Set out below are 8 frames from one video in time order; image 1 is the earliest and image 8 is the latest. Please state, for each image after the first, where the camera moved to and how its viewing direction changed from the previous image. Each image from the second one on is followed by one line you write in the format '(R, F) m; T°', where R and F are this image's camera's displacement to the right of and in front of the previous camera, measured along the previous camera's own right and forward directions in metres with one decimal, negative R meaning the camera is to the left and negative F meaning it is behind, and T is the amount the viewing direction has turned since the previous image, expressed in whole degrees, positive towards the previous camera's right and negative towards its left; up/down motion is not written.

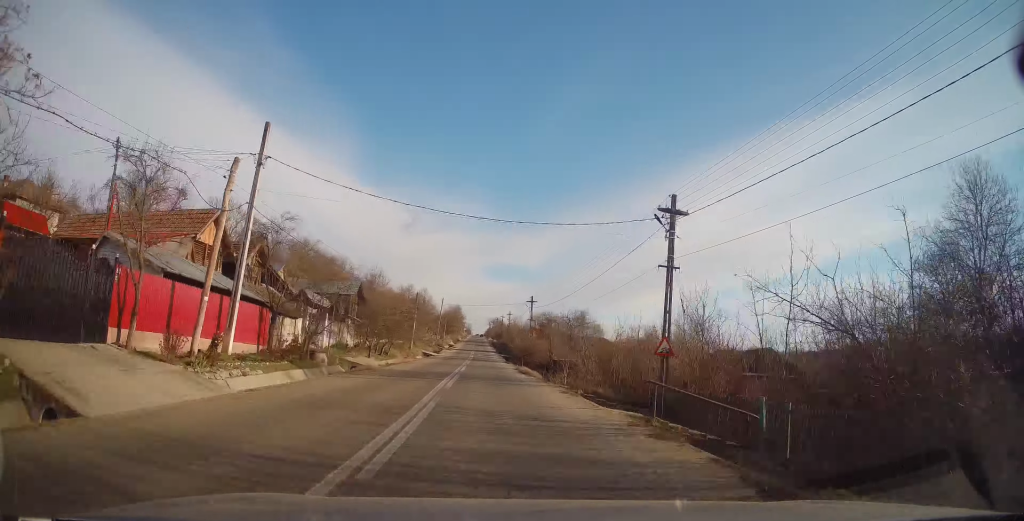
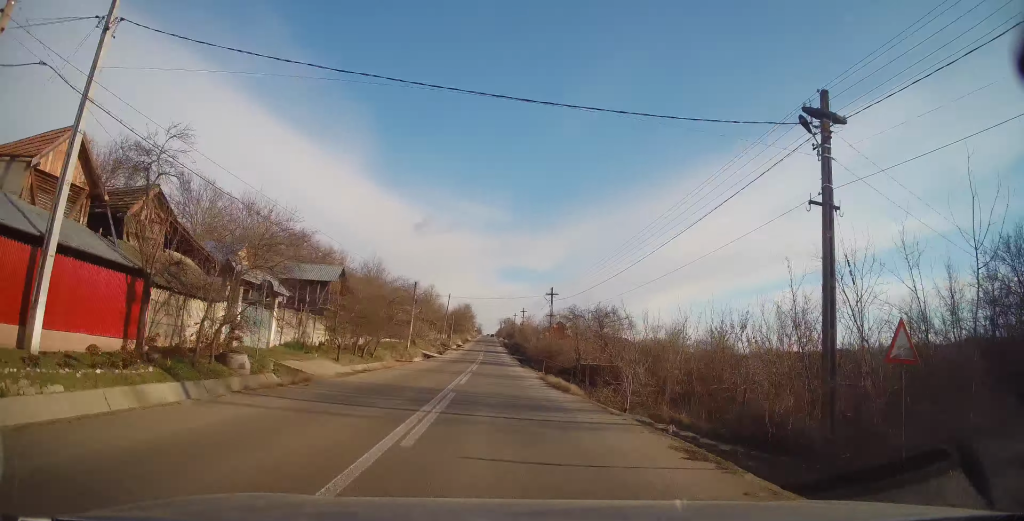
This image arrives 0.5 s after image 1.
(-0.3, +9.1) m; -1°
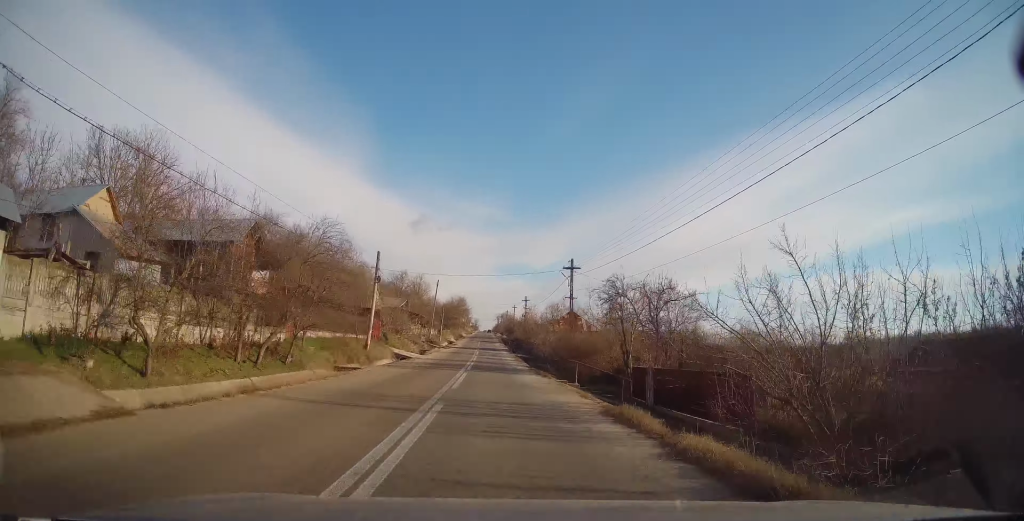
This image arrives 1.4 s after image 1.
(-0.1, +14.8) m; -1°
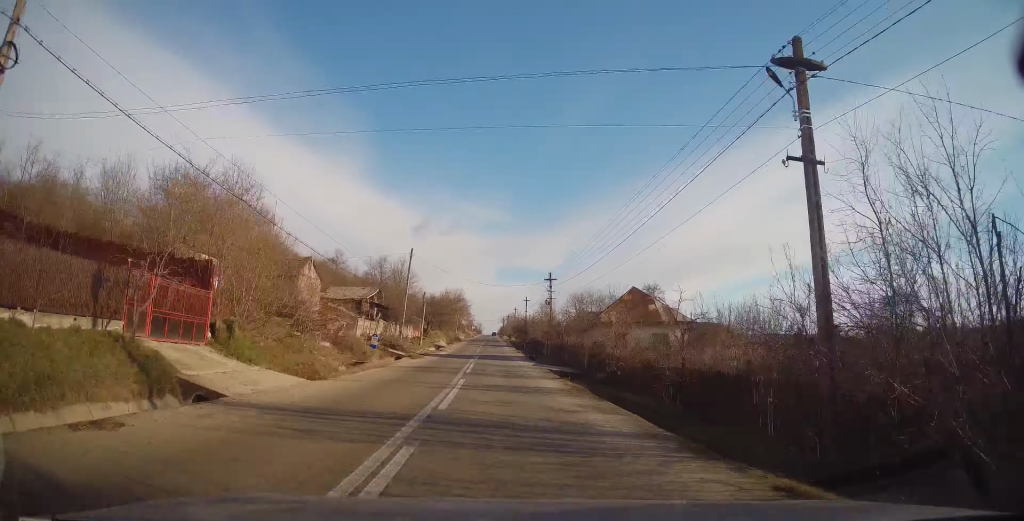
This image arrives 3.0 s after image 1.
(-0.1, +27.5) m; -1°
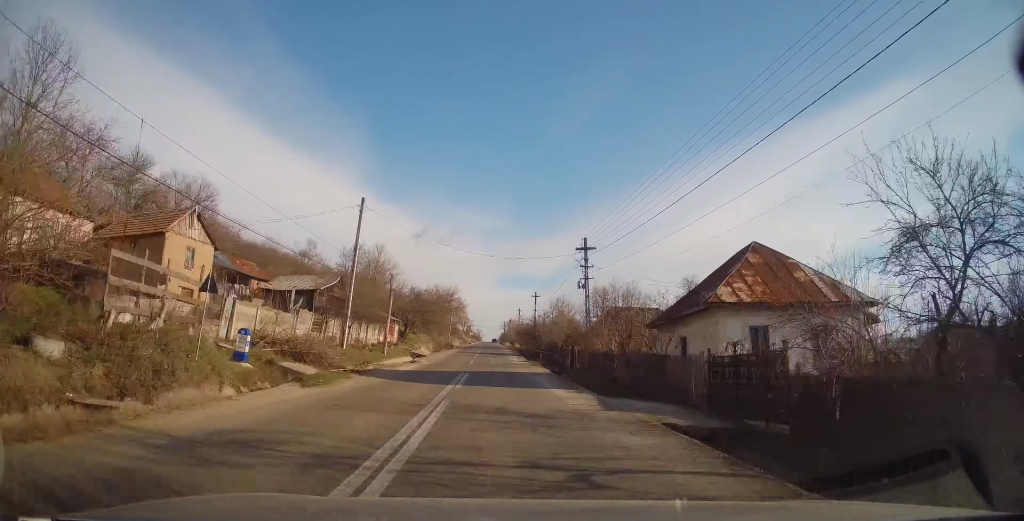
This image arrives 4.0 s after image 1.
(-0.2, +17.7) m; 0°
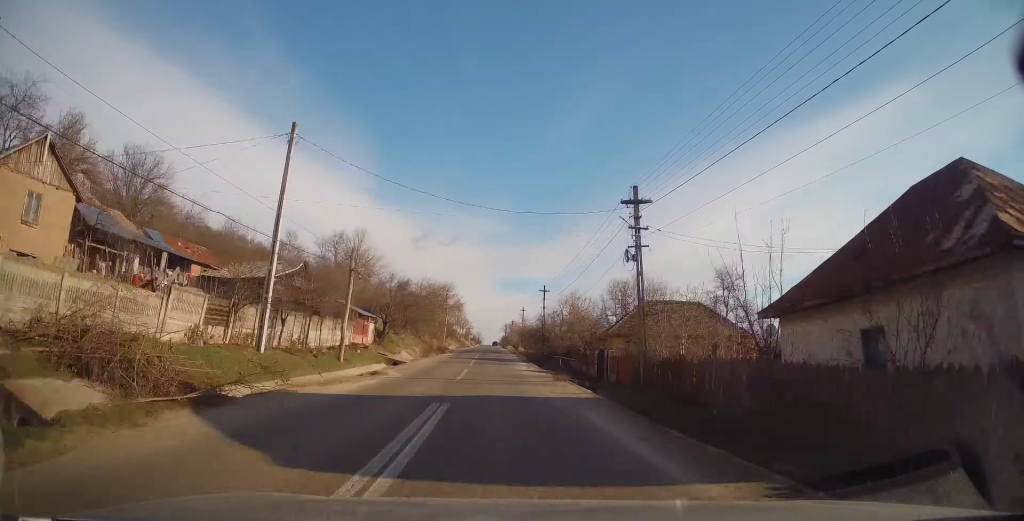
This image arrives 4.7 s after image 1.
(+0.1, +11.0) m; +2°
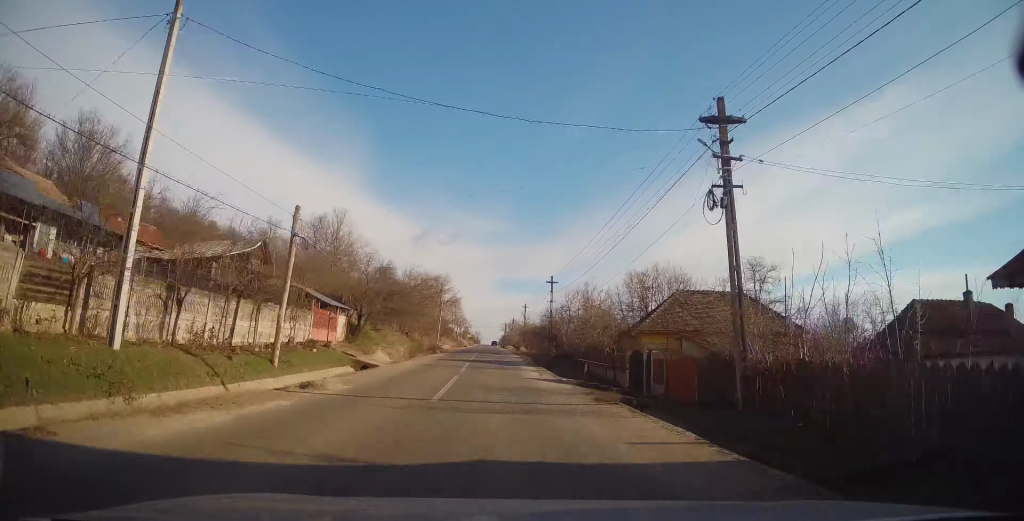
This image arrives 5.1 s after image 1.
(+0.1, +7.9) m; +1°
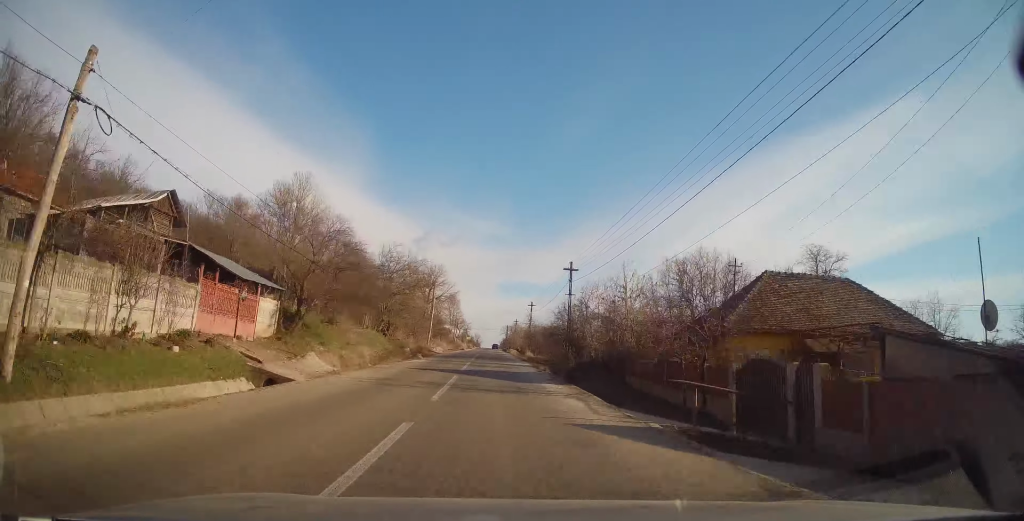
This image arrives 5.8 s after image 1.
(+0.3, +11.7) m; 0°
